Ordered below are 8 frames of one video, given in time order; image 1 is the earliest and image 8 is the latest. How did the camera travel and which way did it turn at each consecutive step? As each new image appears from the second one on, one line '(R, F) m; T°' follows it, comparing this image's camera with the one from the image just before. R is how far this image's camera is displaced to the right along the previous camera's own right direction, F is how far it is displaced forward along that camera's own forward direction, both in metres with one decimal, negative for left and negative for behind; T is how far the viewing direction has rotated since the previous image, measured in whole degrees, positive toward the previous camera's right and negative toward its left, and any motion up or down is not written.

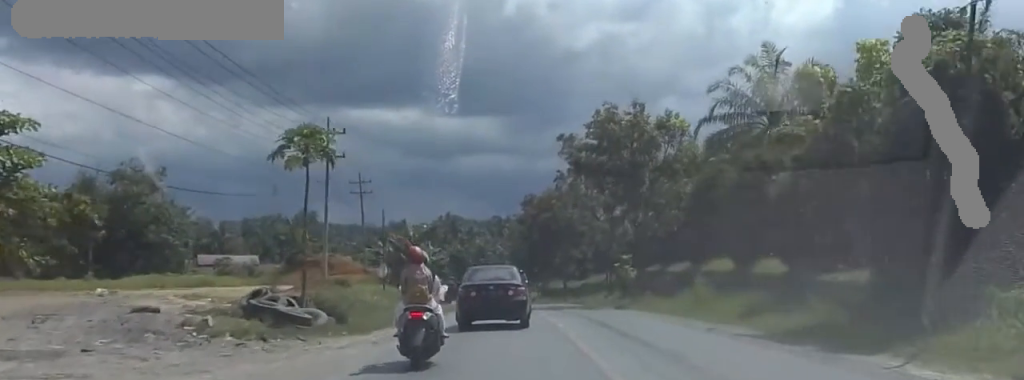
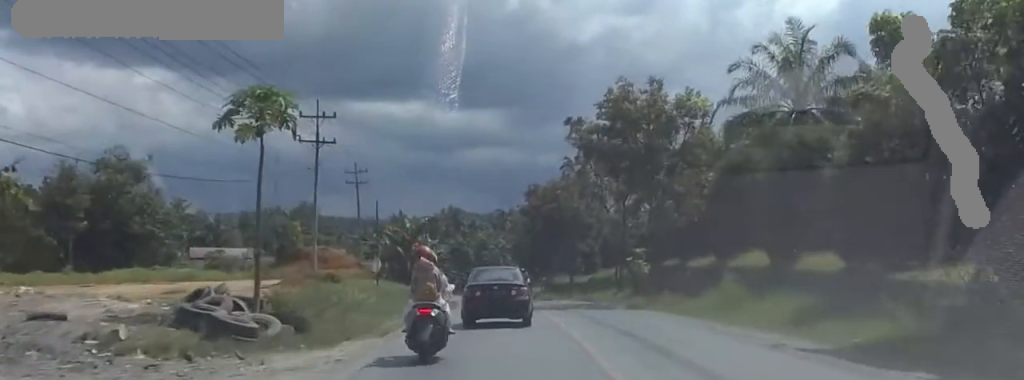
(0.0, +3.5) m; 0°
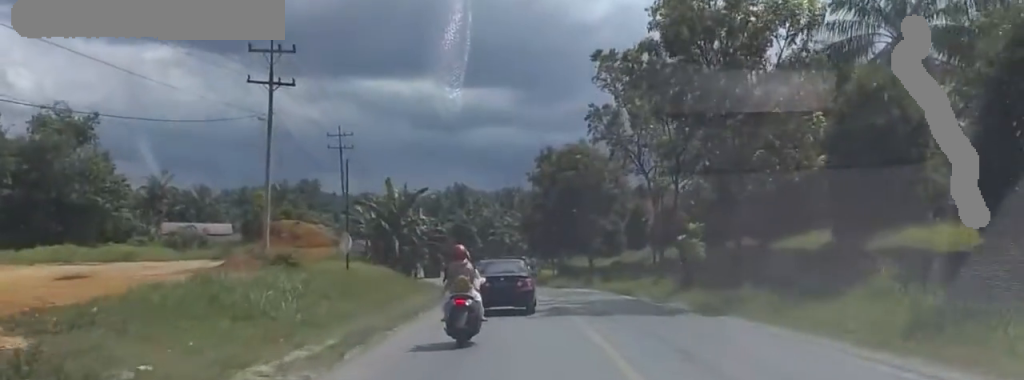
(0.0, +9.5) m; +1°
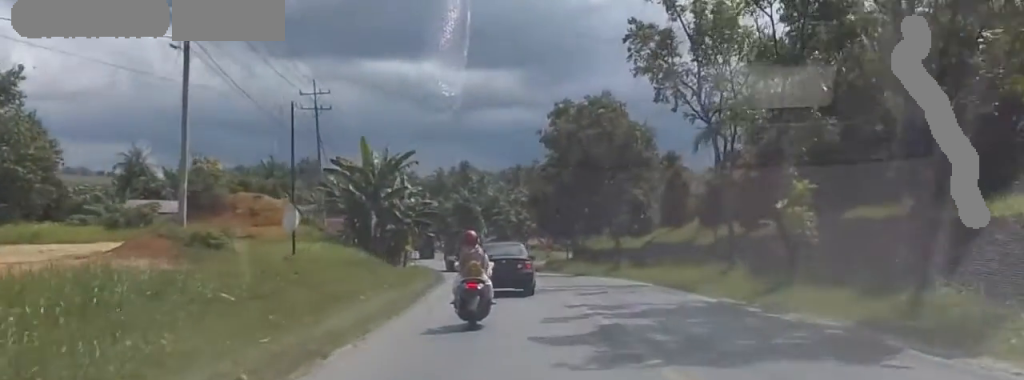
(+0.3, +8.3) m; +4°
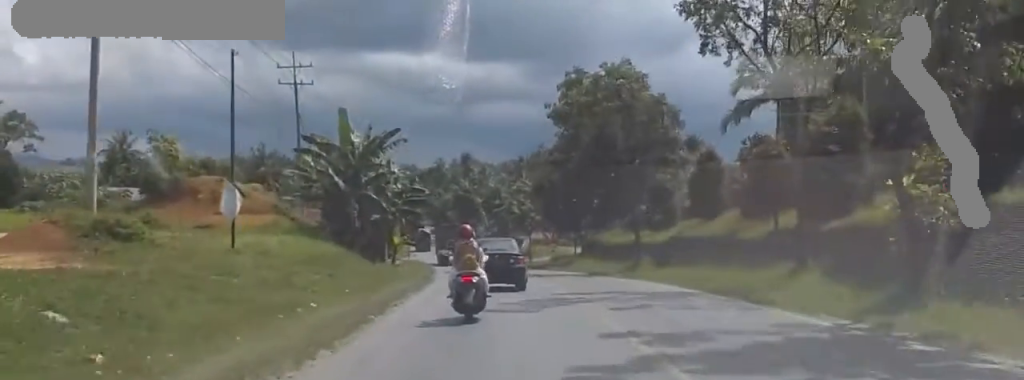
(+0.1, +4.7) m; +1°
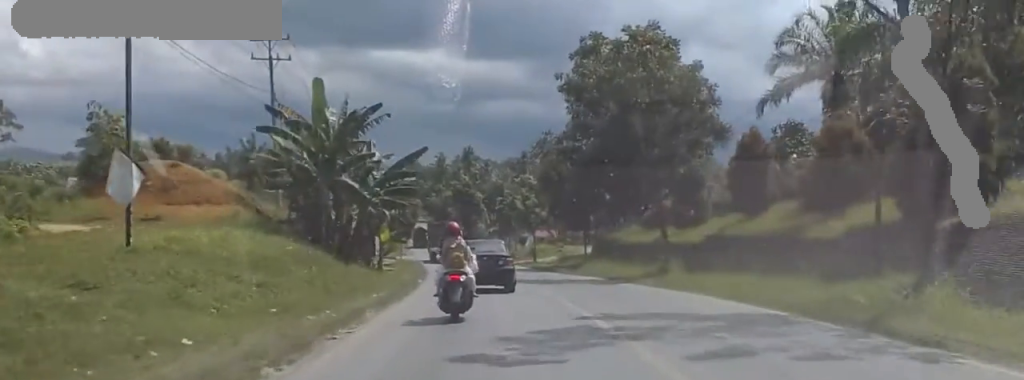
(0.0, +4.5) m; 0°
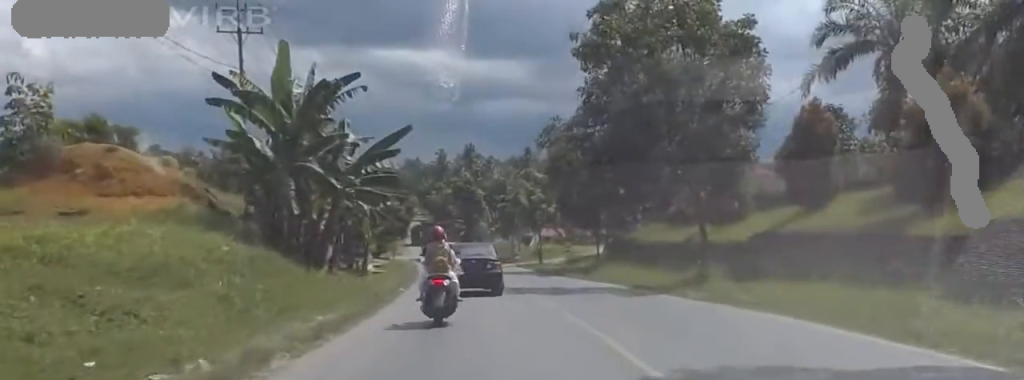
(0.0, +4.2) m; 0°
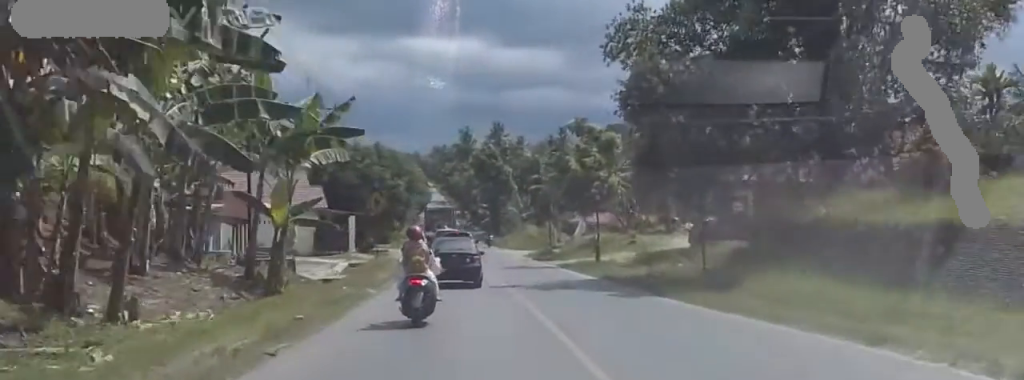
(+0.1, +13.8) m; +1°
